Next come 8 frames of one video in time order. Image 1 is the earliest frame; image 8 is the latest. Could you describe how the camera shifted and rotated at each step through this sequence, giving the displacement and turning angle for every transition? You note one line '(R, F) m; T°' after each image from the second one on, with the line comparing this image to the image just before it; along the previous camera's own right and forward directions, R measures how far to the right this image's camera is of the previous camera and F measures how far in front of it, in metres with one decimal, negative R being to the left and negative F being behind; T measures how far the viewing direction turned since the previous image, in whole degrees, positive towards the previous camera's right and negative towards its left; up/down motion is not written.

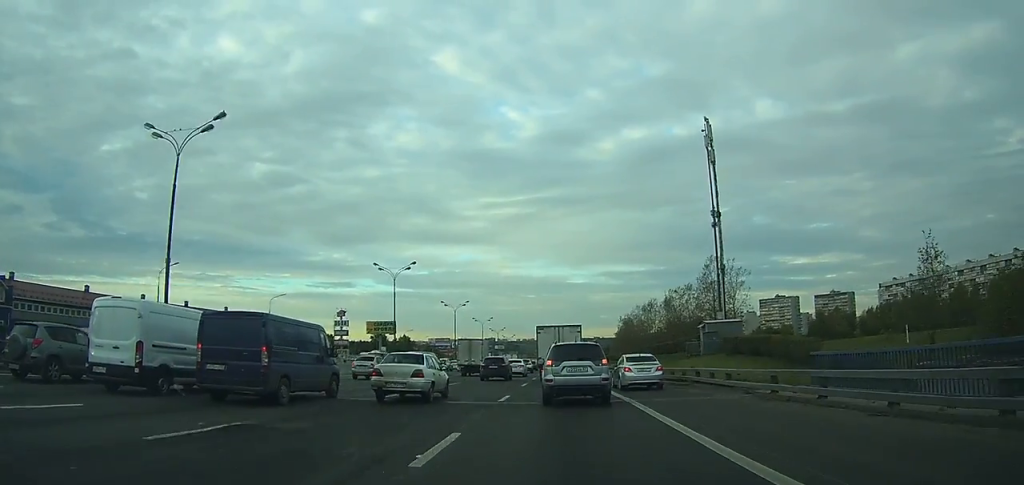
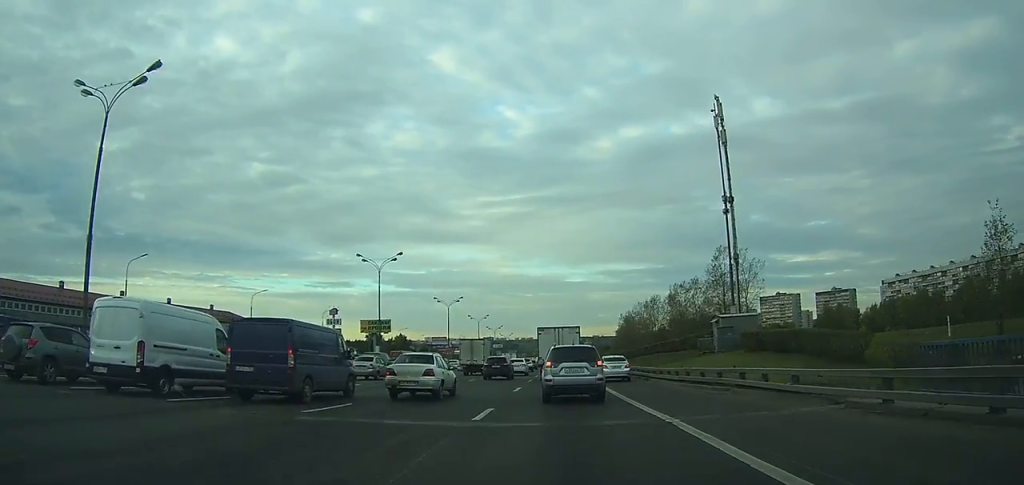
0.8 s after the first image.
(0.0, +5.8) m; 0°
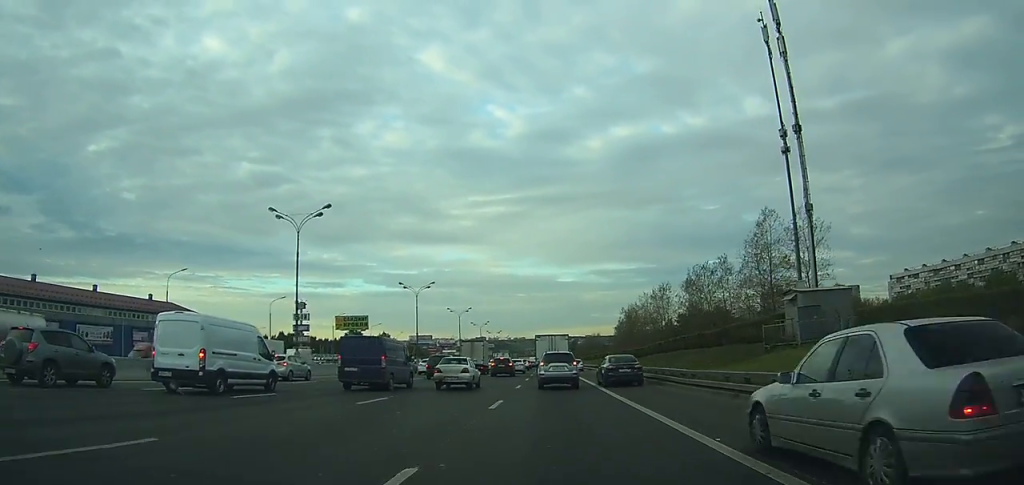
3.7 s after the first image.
(+0.2, +21.1) m; +1°
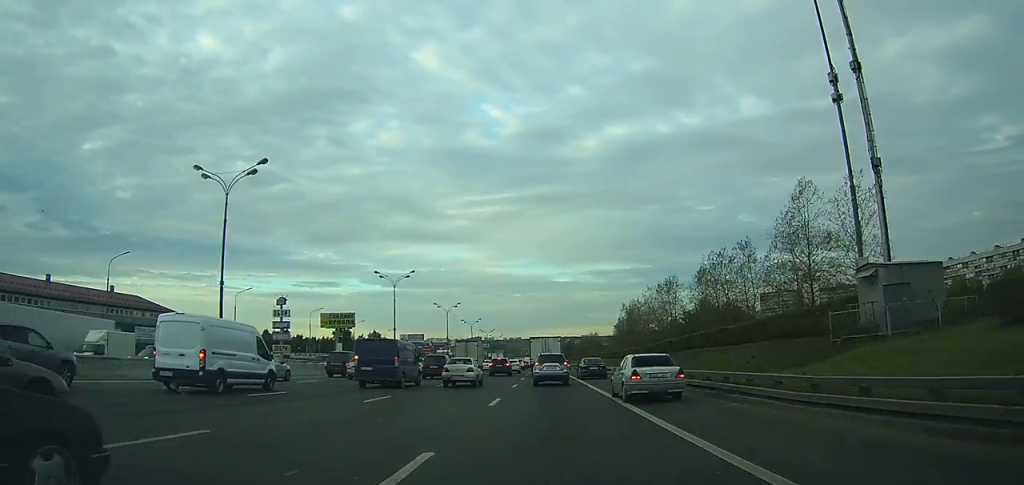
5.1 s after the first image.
(0.0, +10.1) m; 0°
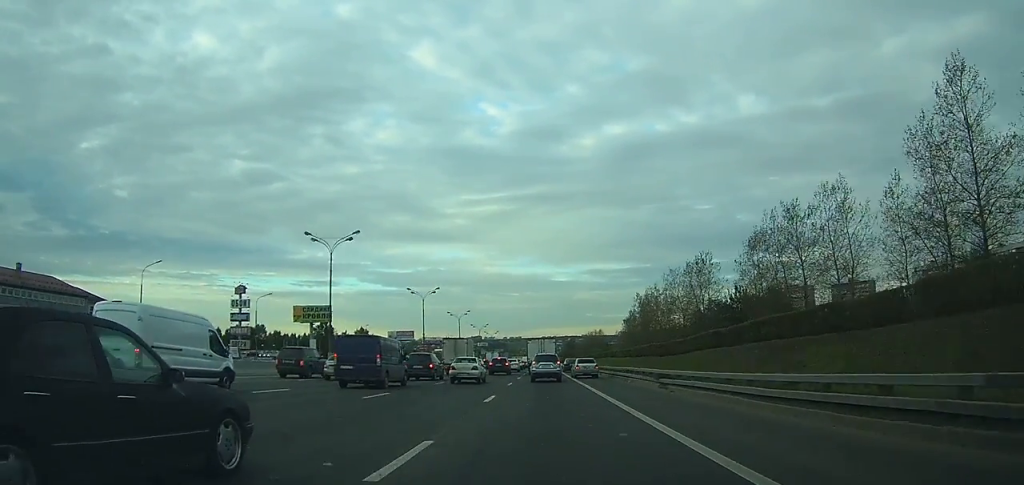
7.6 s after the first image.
(-0.1, +20.9) m; -1°
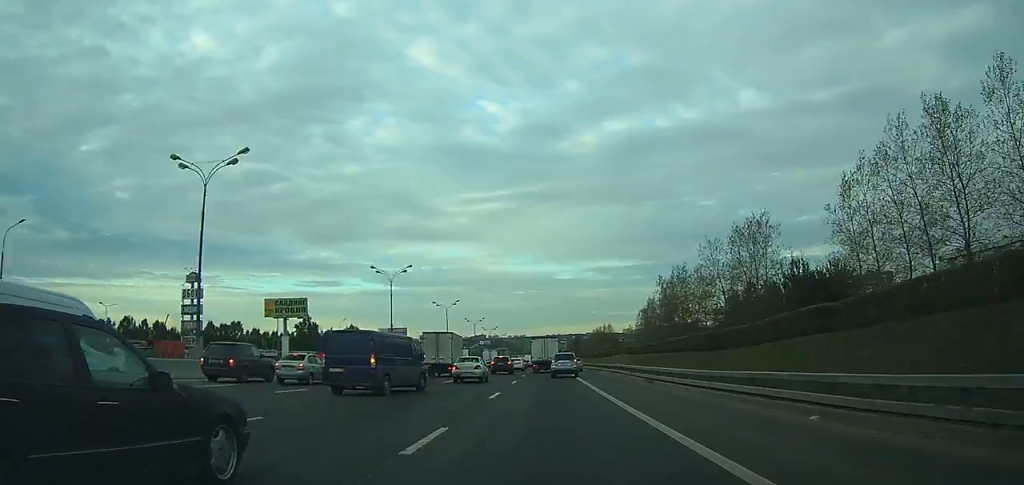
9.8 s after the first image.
(-0.1, +21.6) m; 0°
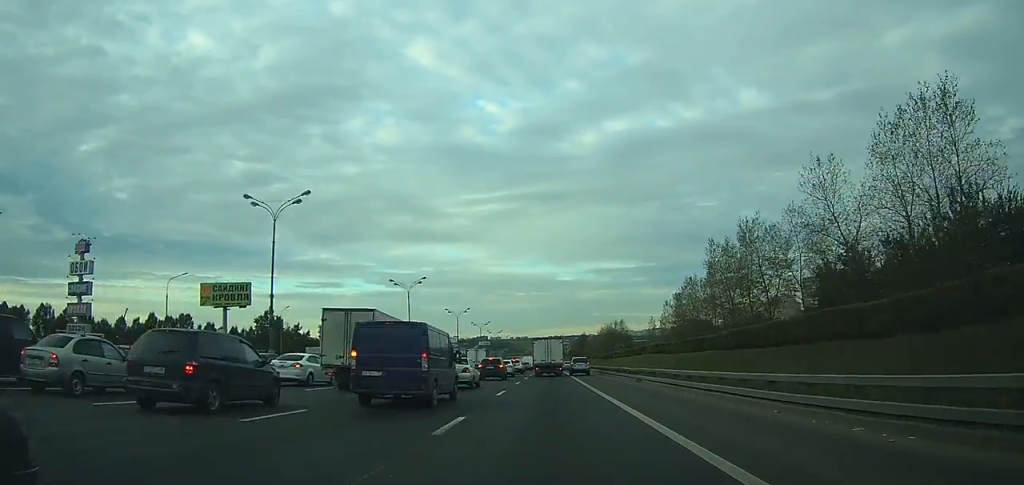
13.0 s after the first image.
(-0.2, +34.0) m; -1°
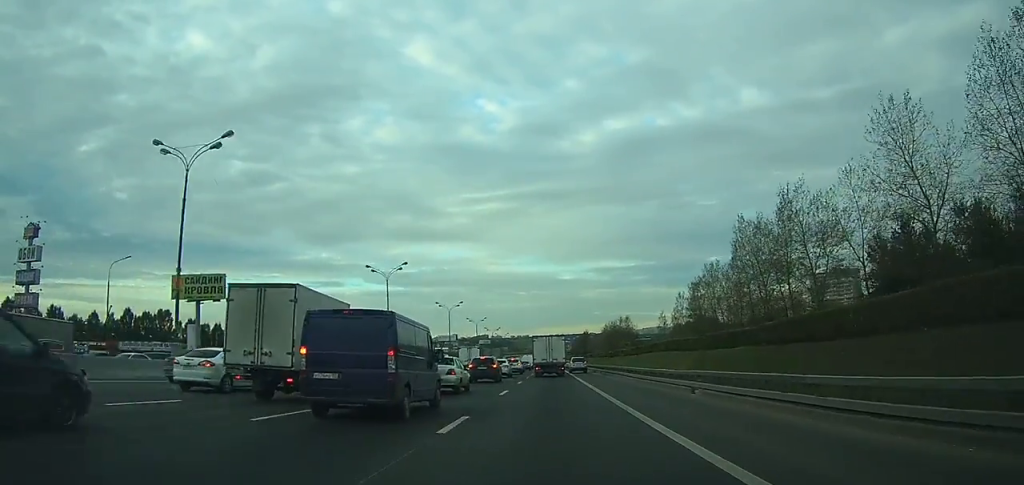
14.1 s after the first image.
(-0.1, +11.1) m; 0°
